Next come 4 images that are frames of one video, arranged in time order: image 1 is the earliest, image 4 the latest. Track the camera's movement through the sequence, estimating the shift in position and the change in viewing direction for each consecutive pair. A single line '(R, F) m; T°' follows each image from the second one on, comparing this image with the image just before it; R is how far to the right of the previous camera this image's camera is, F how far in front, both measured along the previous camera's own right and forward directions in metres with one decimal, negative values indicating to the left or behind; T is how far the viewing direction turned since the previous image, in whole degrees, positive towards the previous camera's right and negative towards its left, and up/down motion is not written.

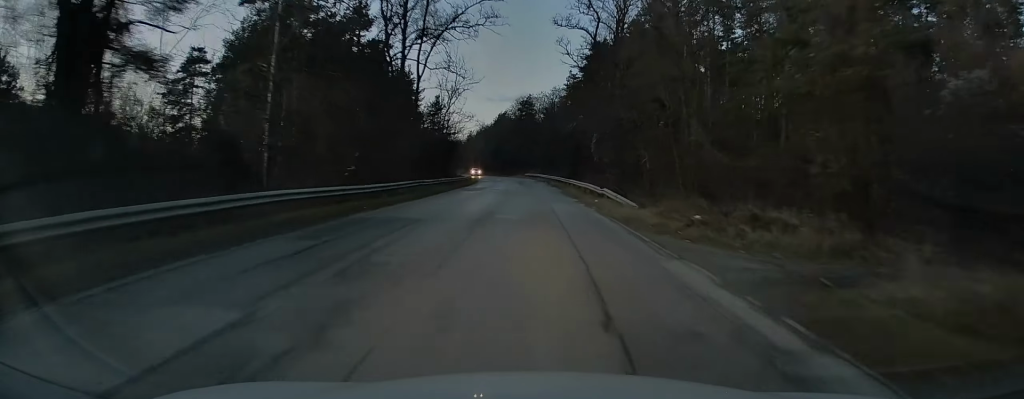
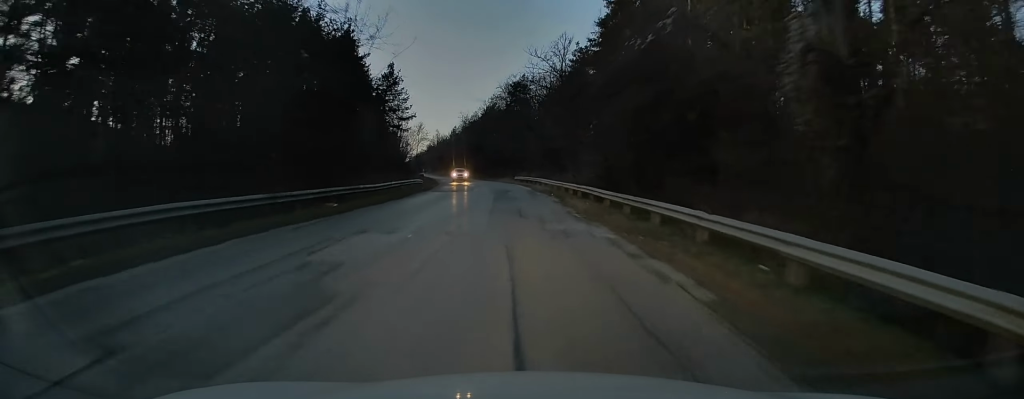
(-0.1, +34.7) m; -1°
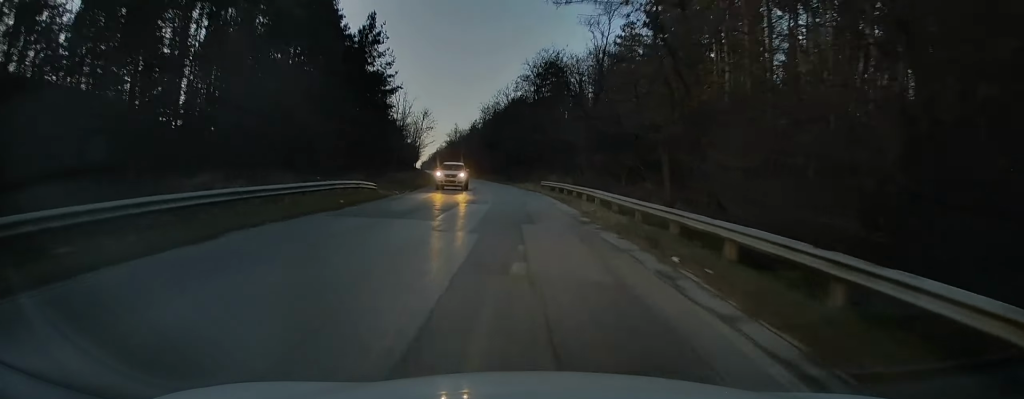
(-0.7, +23.7) m; -2°
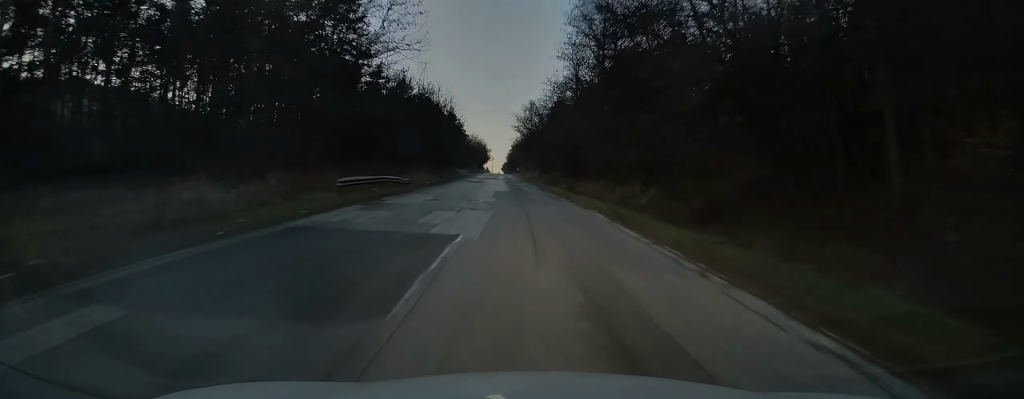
(-4.1, +71.8) m; -7°
